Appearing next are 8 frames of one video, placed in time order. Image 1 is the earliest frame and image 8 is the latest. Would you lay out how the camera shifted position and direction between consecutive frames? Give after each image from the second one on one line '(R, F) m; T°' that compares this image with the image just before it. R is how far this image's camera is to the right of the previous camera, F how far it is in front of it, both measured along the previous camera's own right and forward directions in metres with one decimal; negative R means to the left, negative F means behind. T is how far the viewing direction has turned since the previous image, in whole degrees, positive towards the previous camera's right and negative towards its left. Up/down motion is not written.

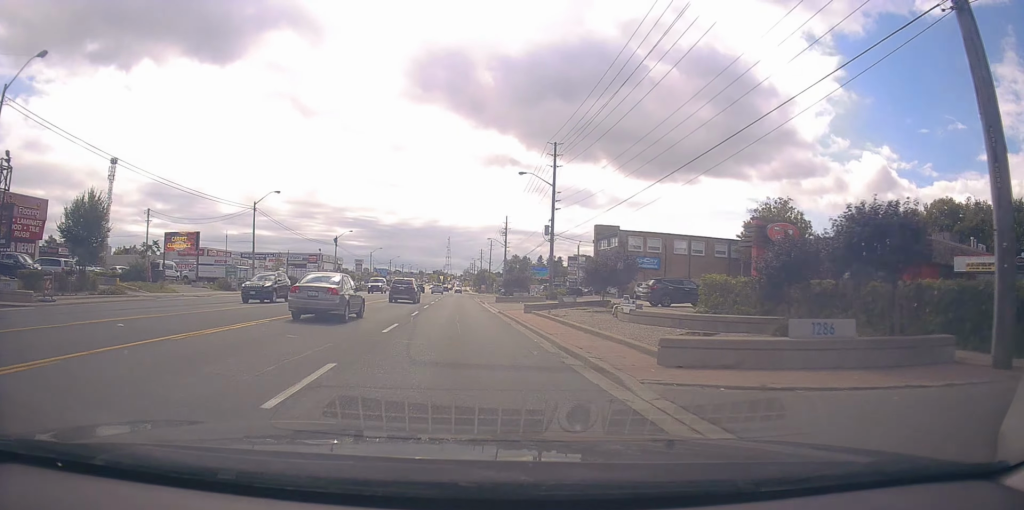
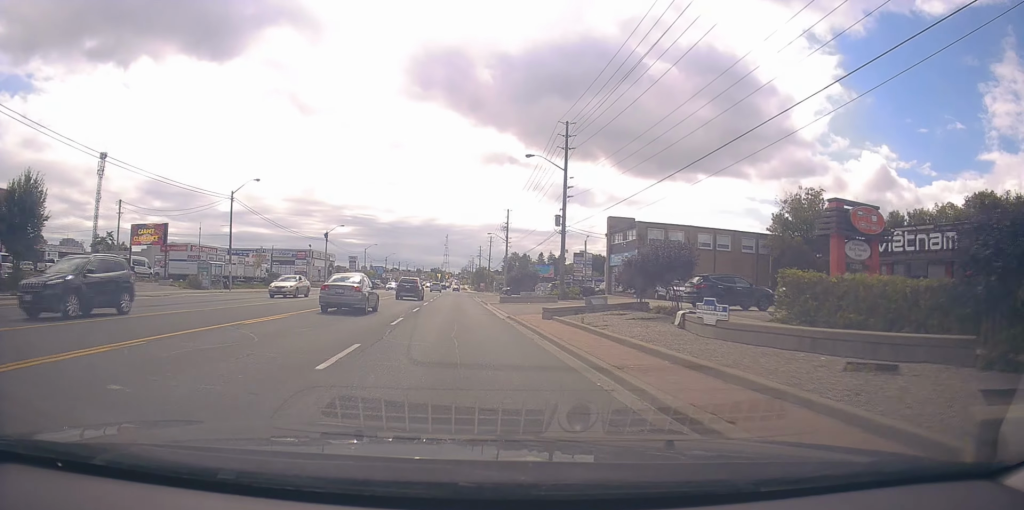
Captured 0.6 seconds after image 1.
(-0.1, +5.8) m; -1°
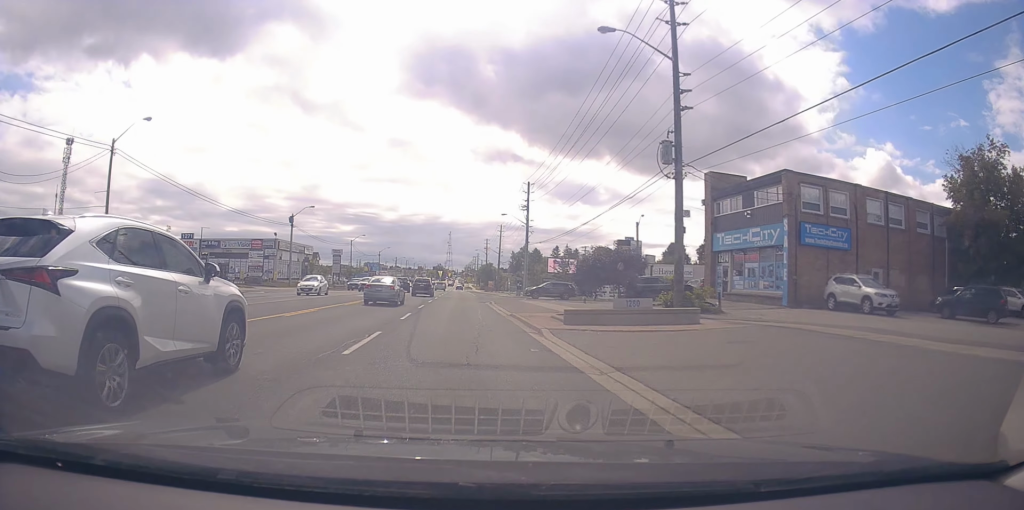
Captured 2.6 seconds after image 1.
(-0.2, +22.3) m; +1°
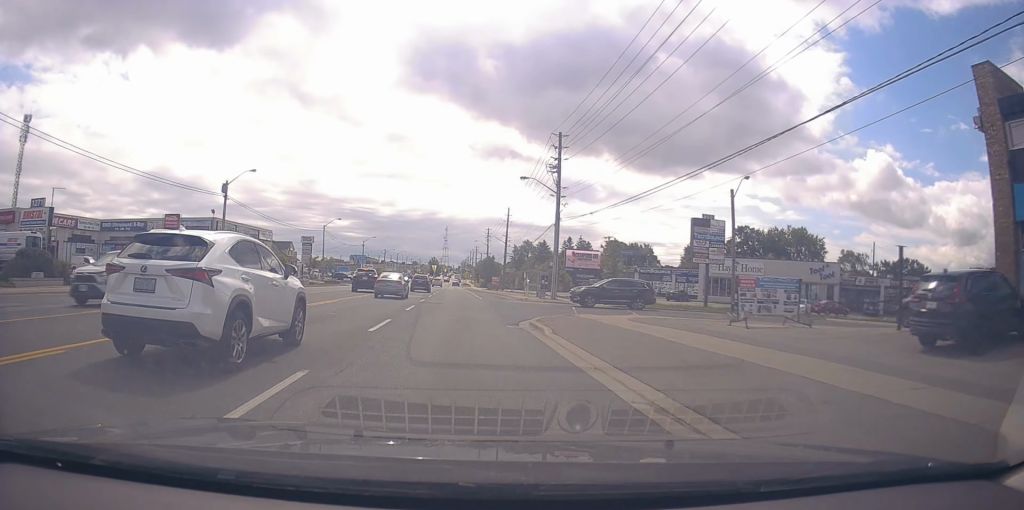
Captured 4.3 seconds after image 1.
(+0.1, +22.7) m; 0°
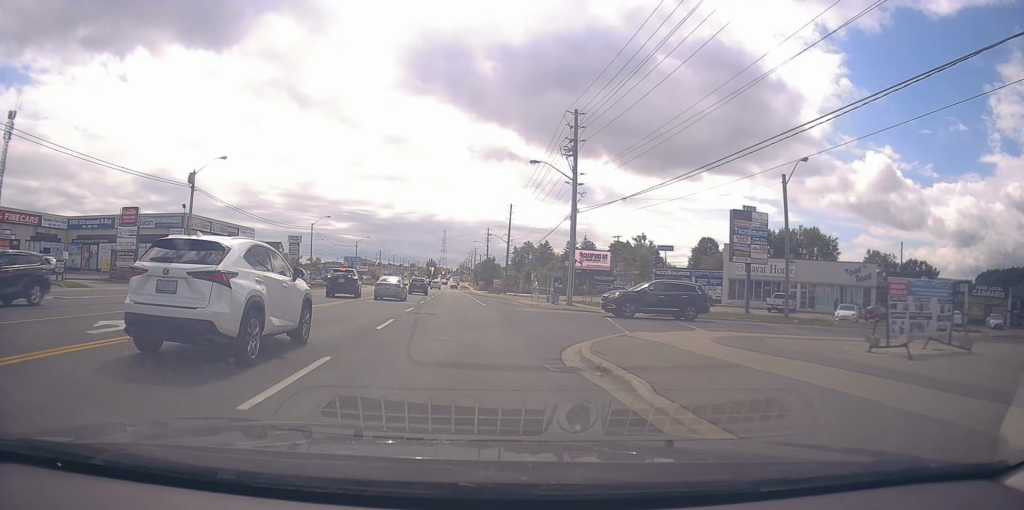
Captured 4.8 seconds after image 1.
(-0.1, +7.4) m; 0°
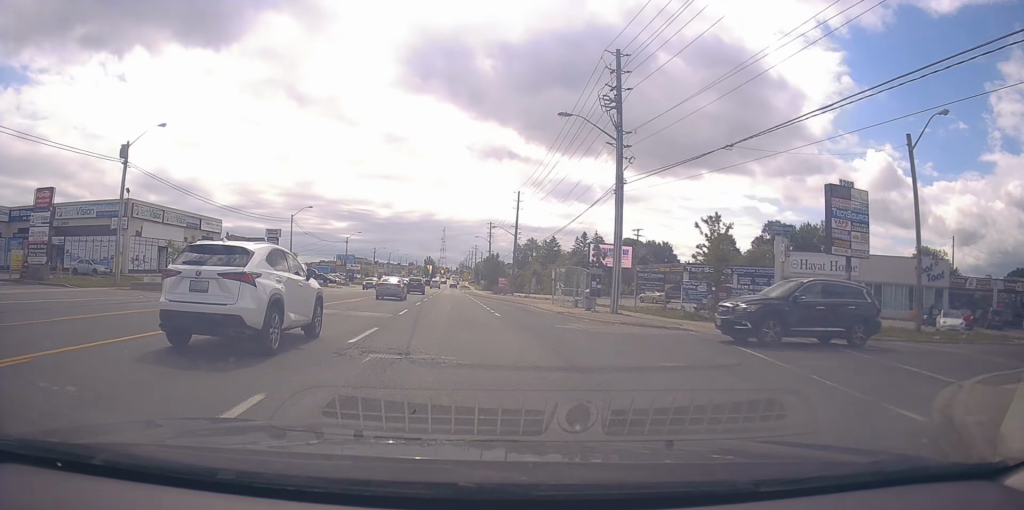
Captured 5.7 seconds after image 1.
(+0.3, +11.7) m; 0°
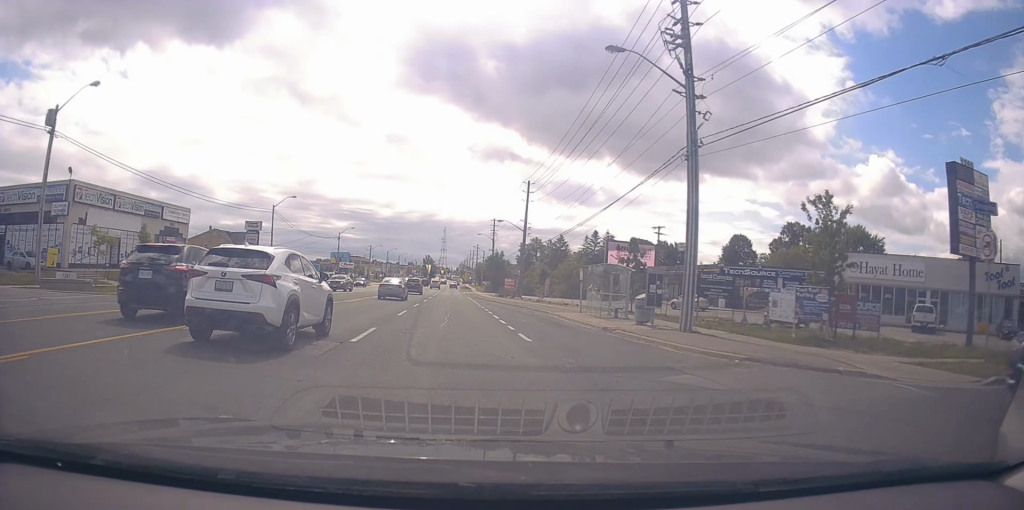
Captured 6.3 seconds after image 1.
(-0.2, +9.4) m; -1°
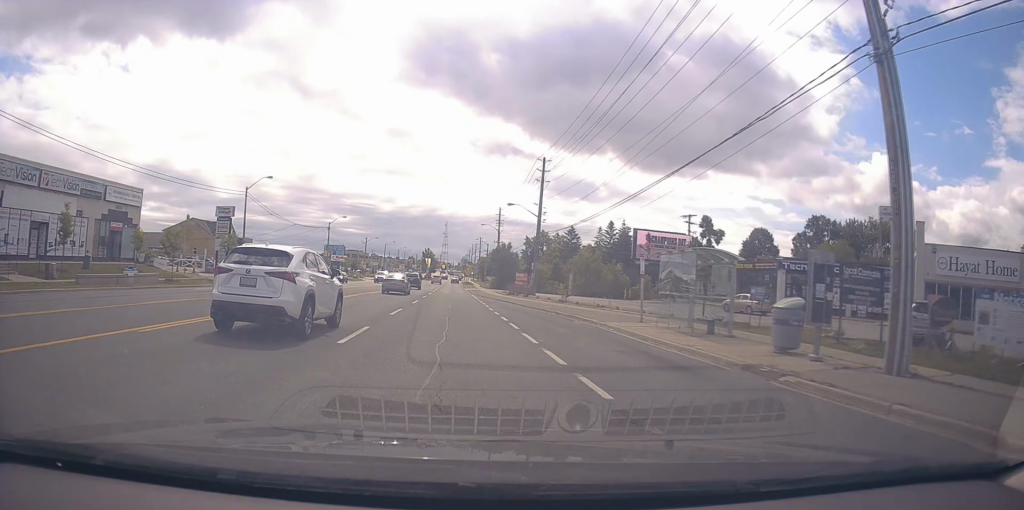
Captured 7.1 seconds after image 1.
(-0.1, +10.8) m; 0°
